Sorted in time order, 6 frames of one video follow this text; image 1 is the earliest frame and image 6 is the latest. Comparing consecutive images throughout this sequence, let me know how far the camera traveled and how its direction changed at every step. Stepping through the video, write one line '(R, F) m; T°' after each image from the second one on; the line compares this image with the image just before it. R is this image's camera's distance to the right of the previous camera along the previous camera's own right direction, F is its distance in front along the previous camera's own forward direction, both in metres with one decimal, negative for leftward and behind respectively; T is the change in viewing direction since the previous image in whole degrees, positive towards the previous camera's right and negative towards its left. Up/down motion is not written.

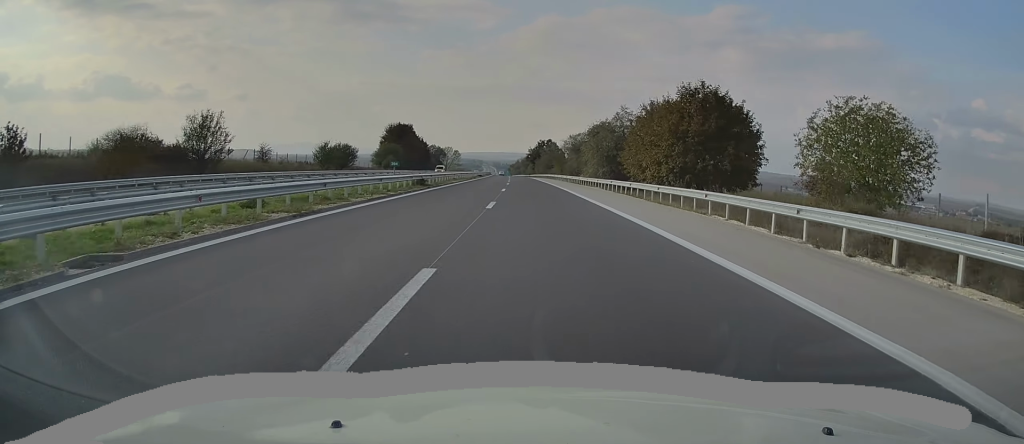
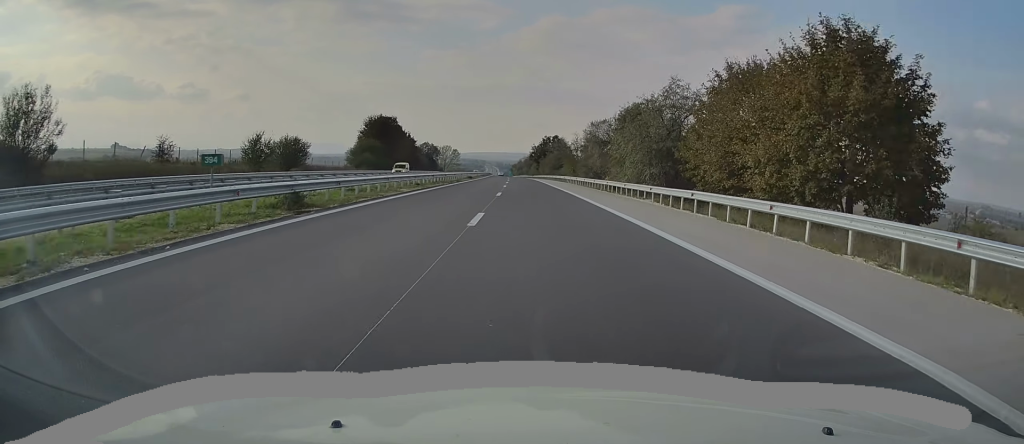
(0.0, +22.2) m; -1°
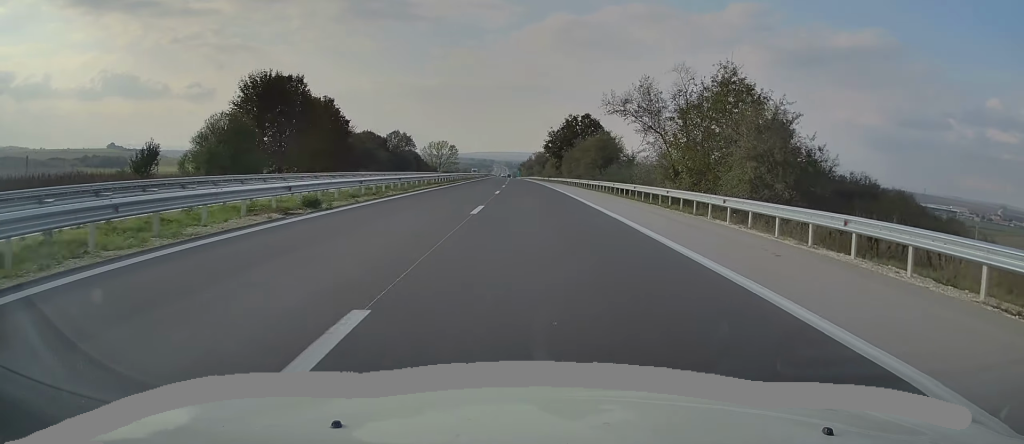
(-1.1, +60.1) m; -1°
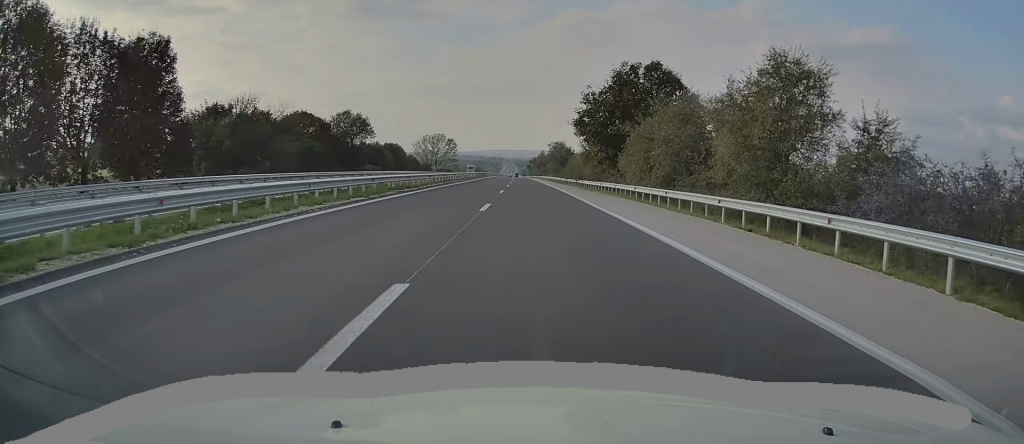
(-0.2, +46.8) m; 0°
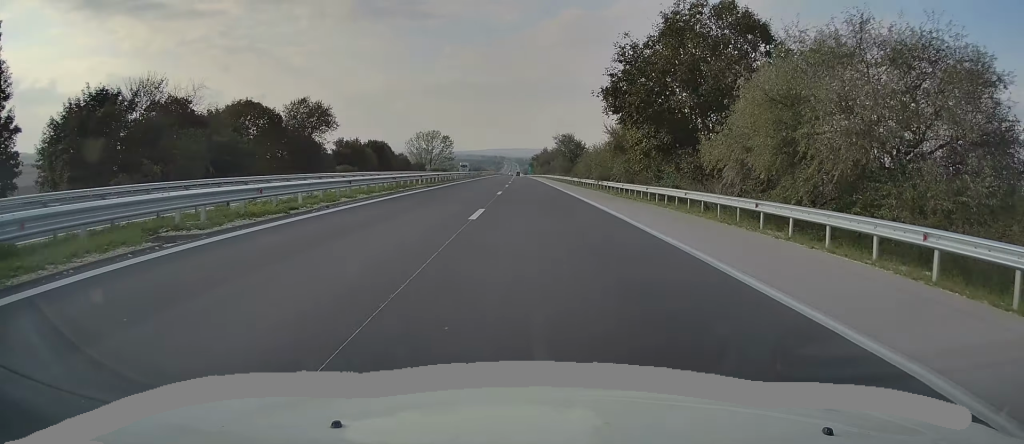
(+0.3, +19.6) m; 0°
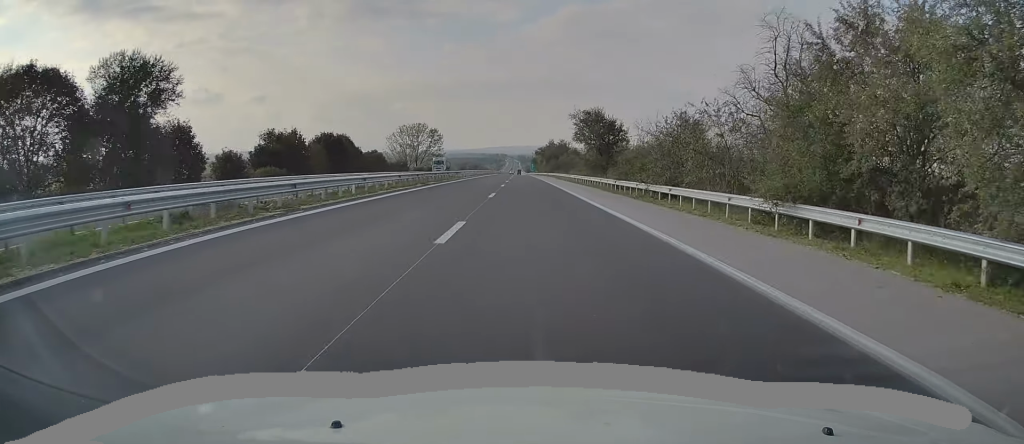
(-0.3, +37.4) m; -1°
